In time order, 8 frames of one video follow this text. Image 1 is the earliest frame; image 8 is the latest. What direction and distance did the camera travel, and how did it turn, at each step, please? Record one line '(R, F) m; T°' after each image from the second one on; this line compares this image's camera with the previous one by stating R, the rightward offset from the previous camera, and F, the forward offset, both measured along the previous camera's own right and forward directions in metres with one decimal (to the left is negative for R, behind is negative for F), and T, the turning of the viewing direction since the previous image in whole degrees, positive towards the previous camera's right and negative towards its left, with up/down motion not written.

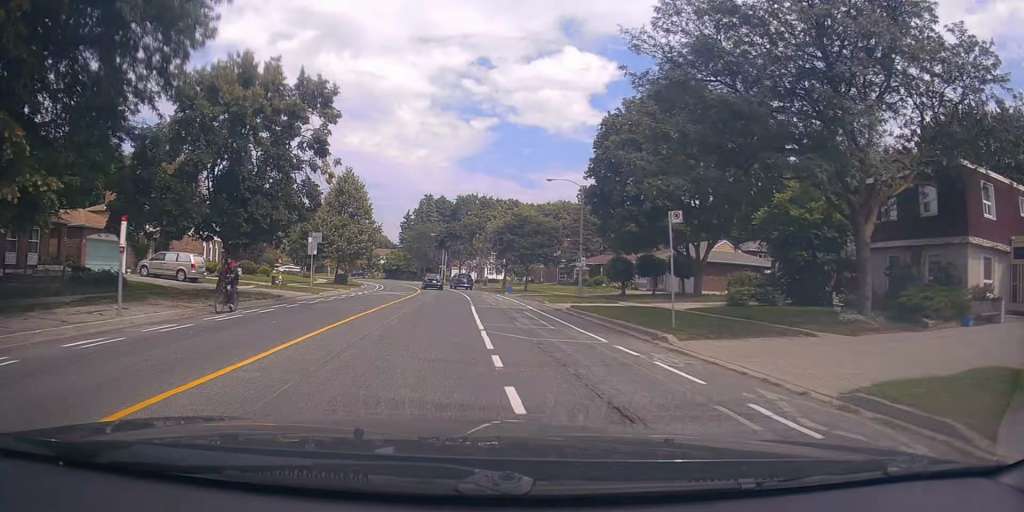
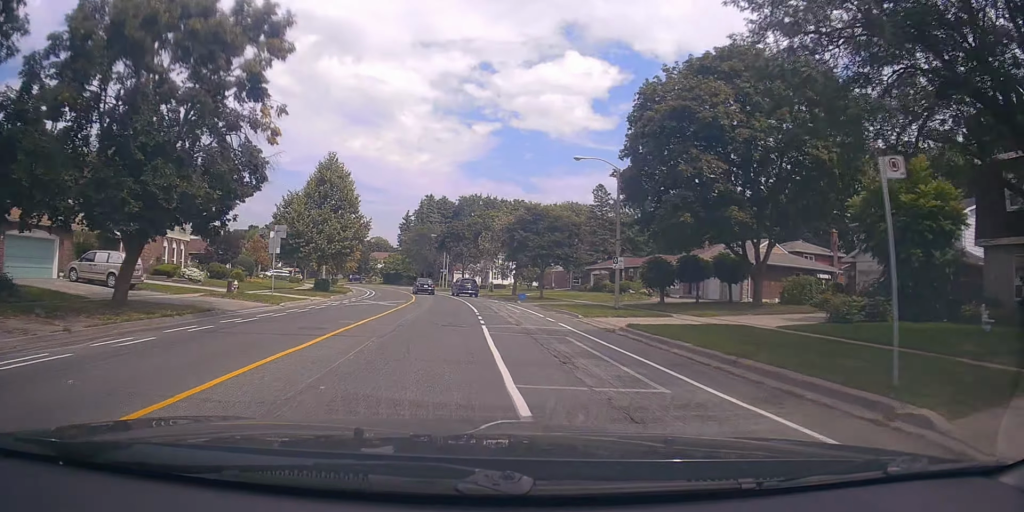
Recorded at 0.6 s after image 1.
(-0.1, +8.0) m; 0°
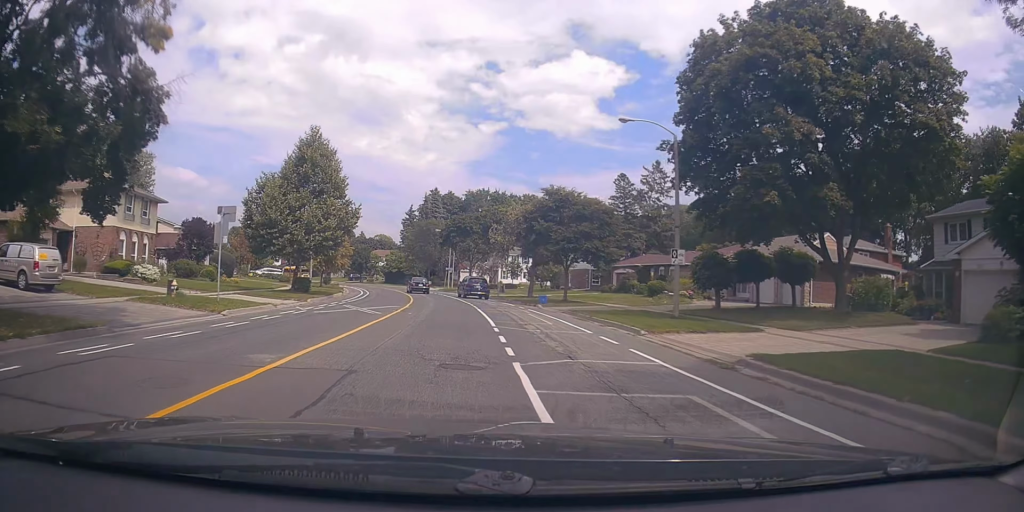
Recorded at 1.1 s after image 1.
(+0.1, +7.2) m; 0°
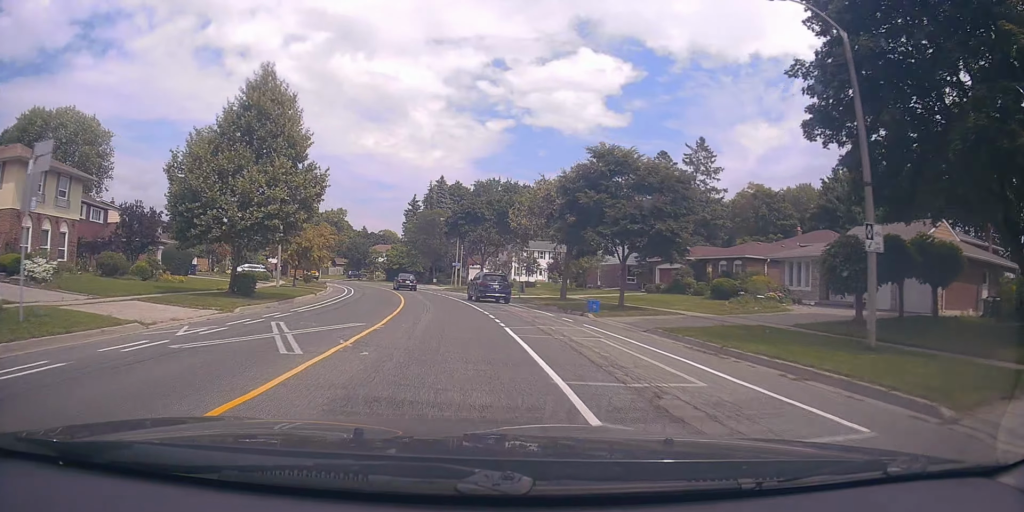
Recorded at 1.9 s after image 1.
(+0.1, +11.0) m; 0°
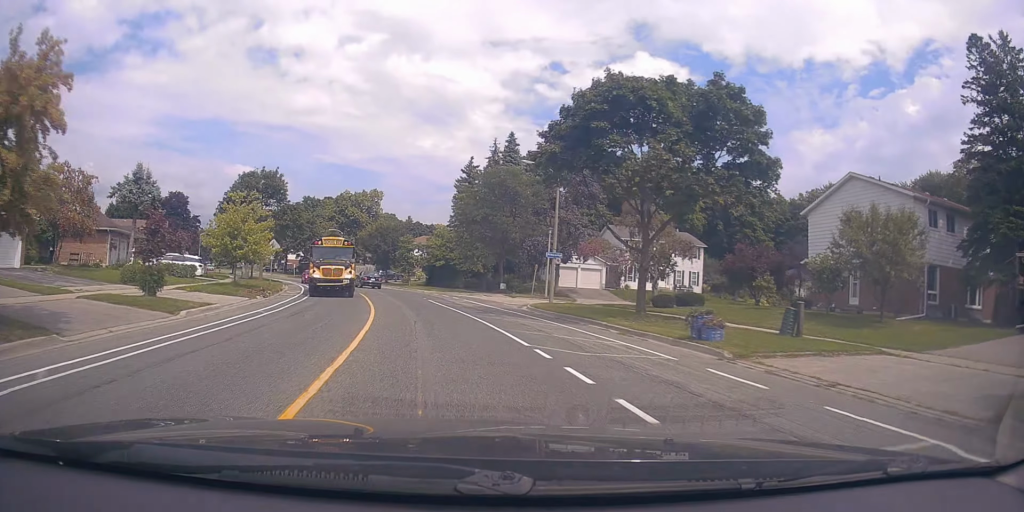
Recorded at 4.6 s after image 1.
(-1.3, +35.6) m; -3°
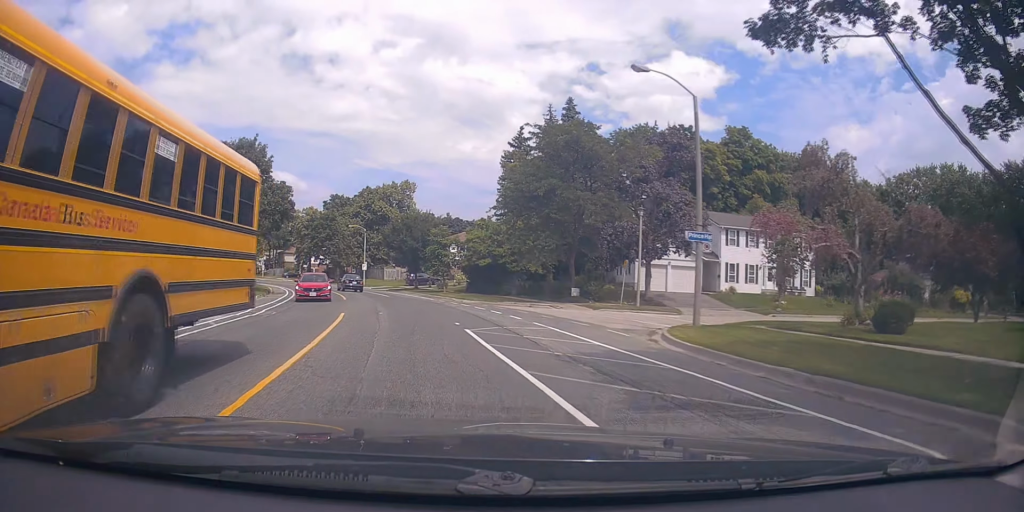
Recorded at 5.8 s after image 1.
(-0.8, +15.8) m; -7°
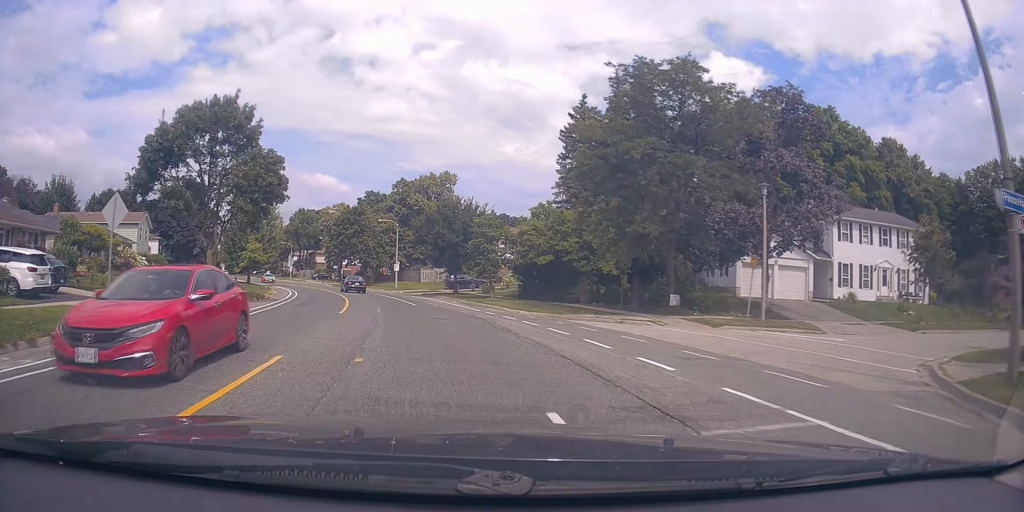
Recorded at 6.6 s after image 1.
(-0.6, +10.6) m; -4°
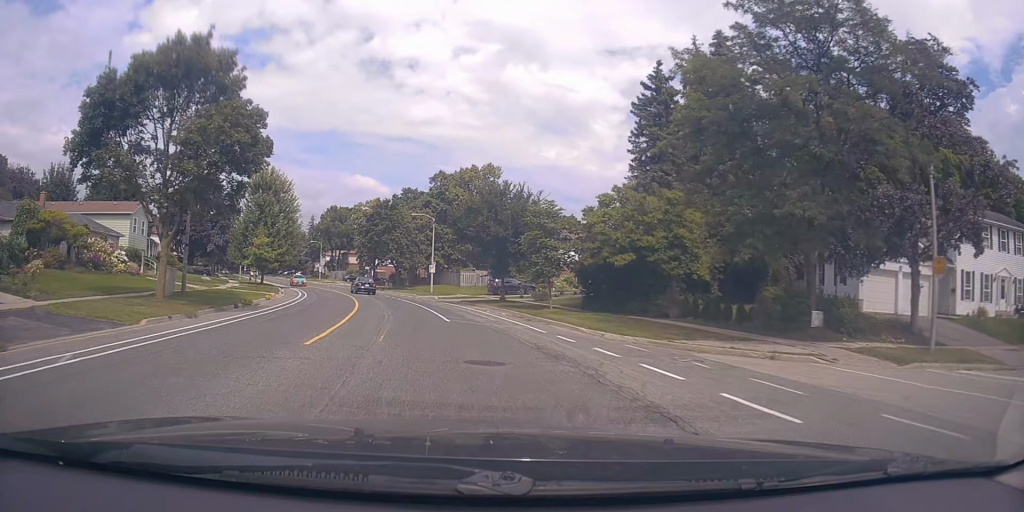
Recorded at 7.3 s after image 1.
(-0.3, +8.6) m; -3°
